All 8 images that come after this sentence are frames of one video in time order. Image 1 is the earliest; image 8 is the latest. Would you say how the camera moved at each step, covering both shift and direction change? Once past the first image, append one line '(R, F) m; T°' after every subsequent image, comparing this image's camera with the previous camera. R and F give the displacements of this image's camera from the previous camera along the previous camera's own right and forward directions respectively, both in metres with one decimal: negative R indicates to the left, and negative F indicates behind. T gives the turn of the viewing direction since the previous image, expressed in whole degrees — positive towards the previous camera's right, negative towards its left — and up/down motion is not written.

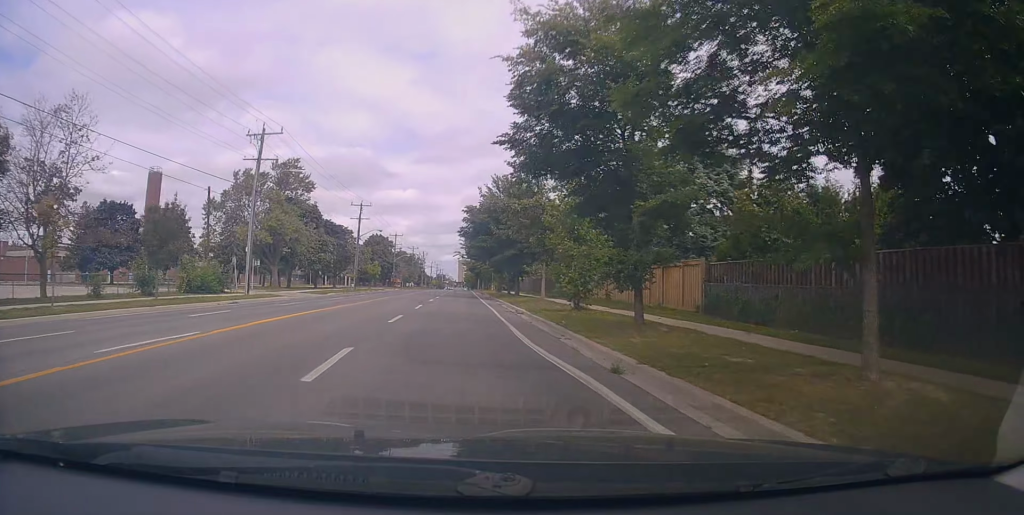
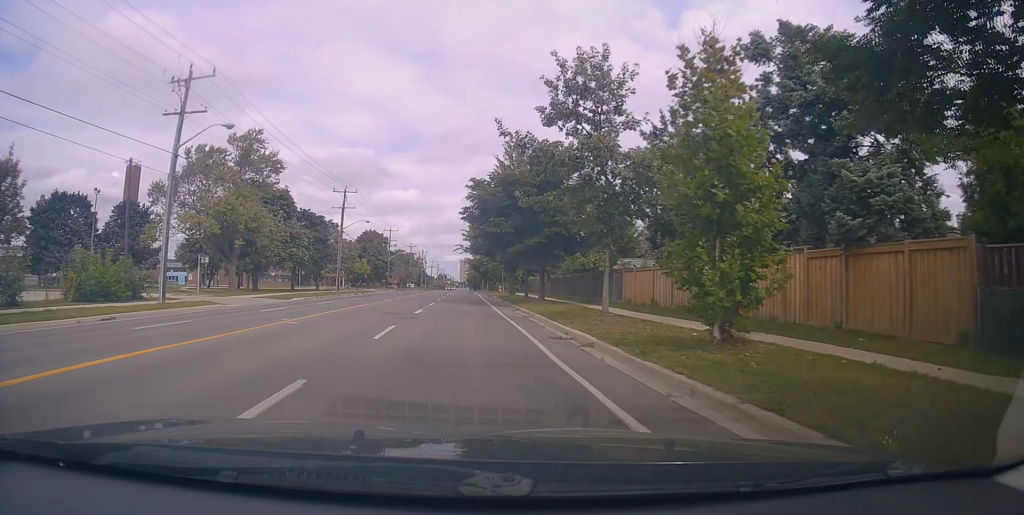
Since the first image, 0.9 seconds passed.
(+0.1, +12.6) m; -1°
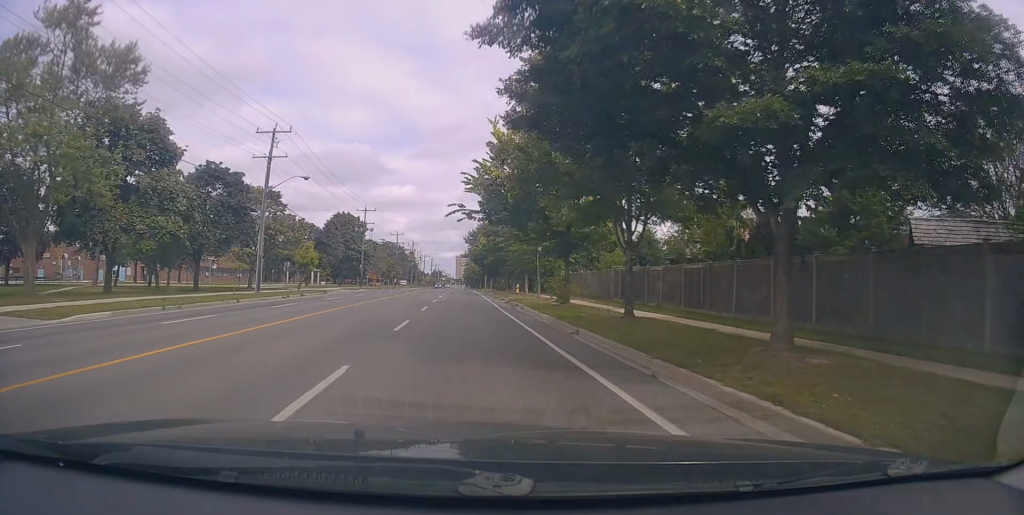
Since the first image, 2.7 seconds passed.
(-0.5, +26.1) m; 0°
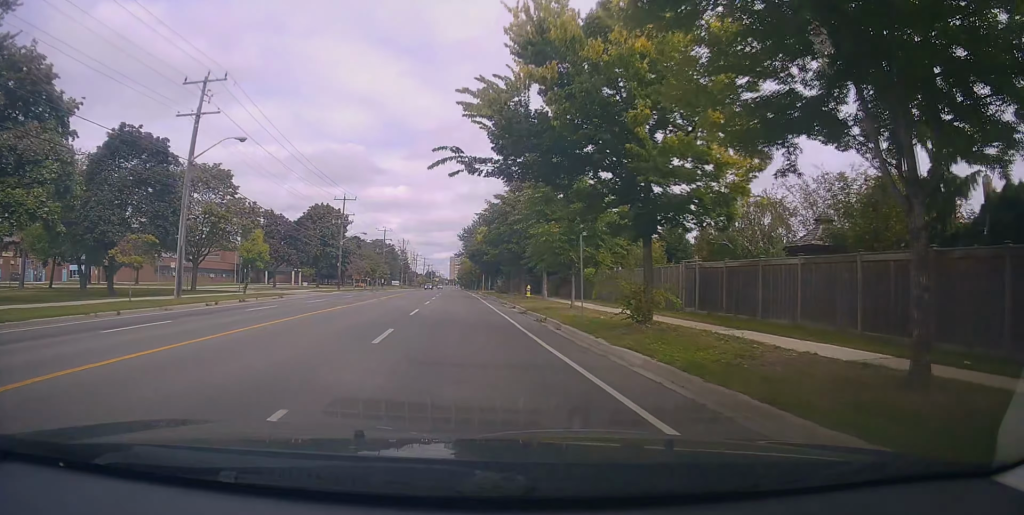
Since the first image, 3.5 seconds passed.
(+0.1, +11.7) m; +2°
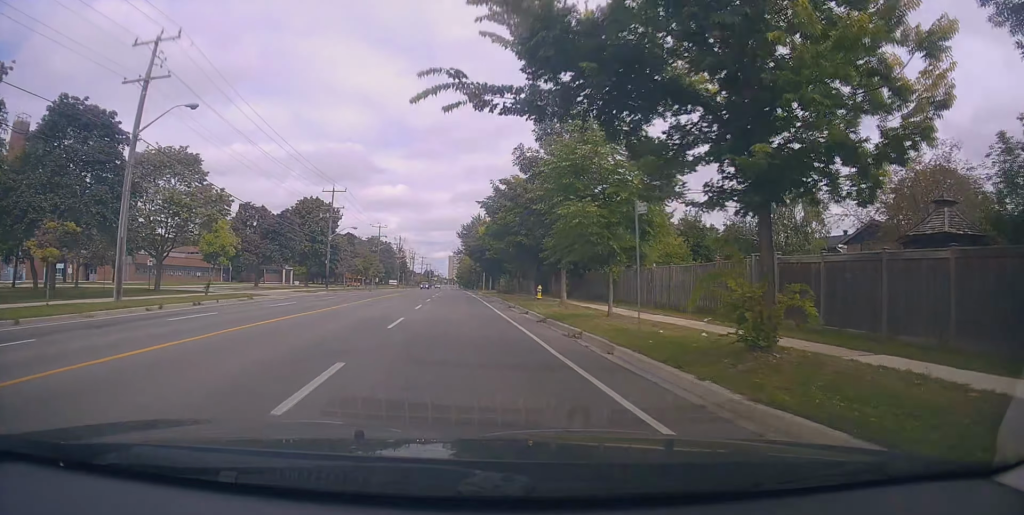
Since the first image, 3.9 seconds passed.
(+0.2, +5.9) m; +1°
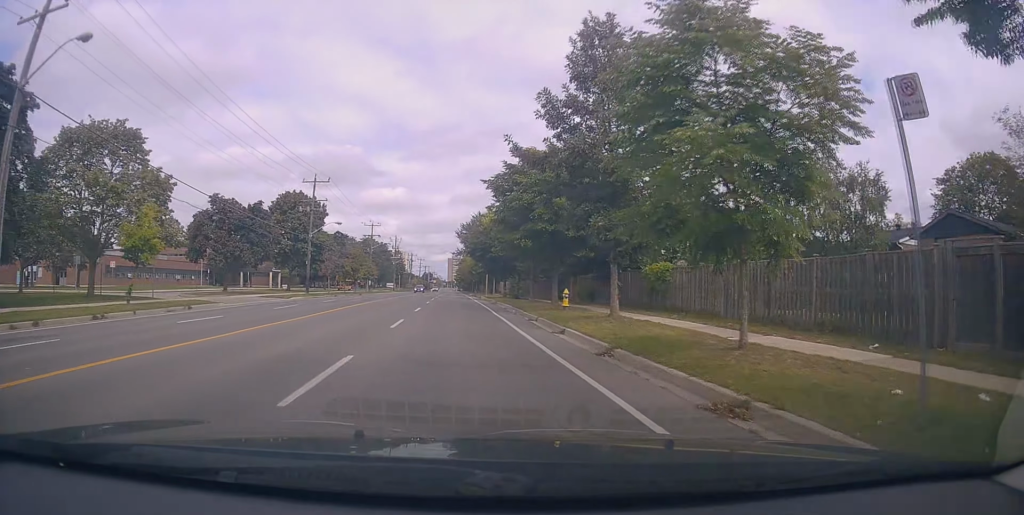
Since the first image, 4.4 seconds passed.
(+0.1, +8.4) m; 0°
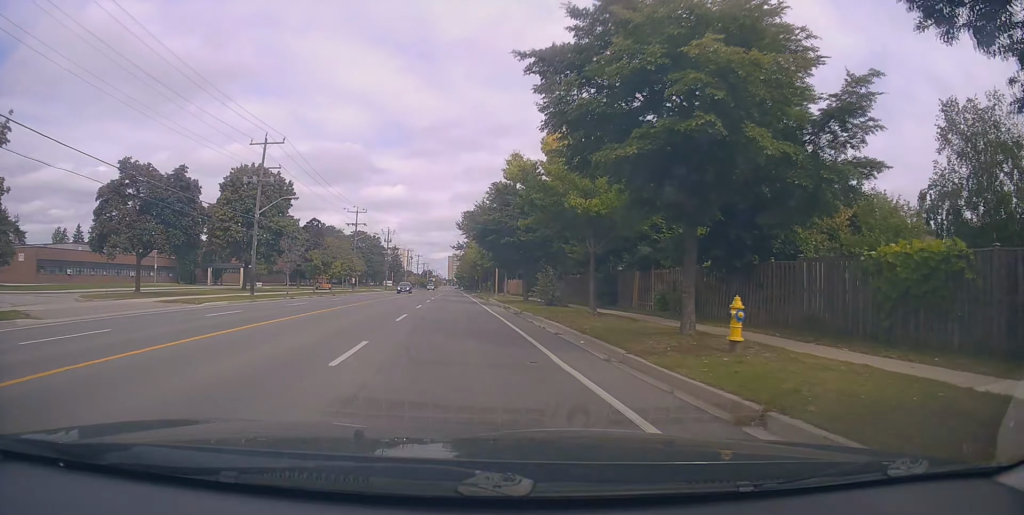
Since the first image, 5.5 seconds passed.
(-0.3, +15.8) m; -2°
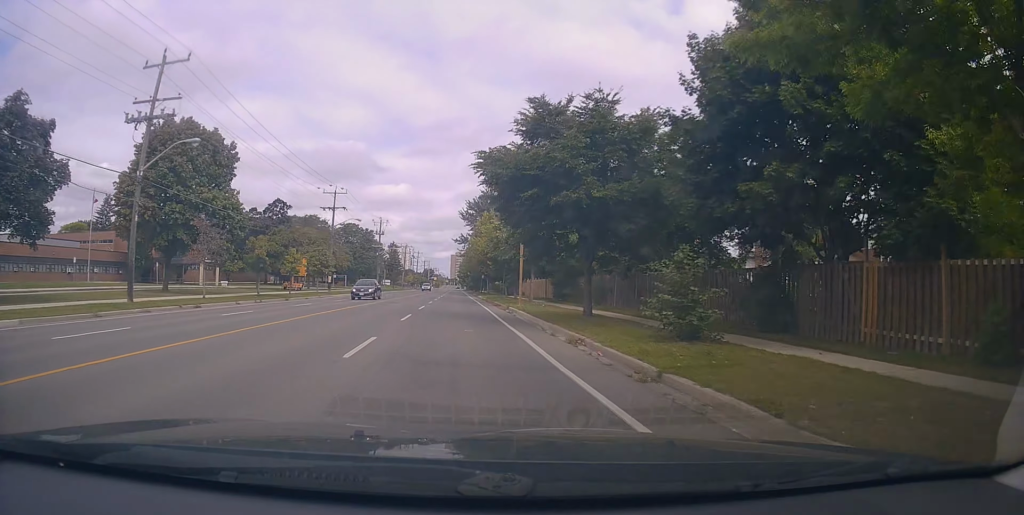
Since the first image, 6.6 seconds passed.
(-0.2, +17.0) m; -1°
